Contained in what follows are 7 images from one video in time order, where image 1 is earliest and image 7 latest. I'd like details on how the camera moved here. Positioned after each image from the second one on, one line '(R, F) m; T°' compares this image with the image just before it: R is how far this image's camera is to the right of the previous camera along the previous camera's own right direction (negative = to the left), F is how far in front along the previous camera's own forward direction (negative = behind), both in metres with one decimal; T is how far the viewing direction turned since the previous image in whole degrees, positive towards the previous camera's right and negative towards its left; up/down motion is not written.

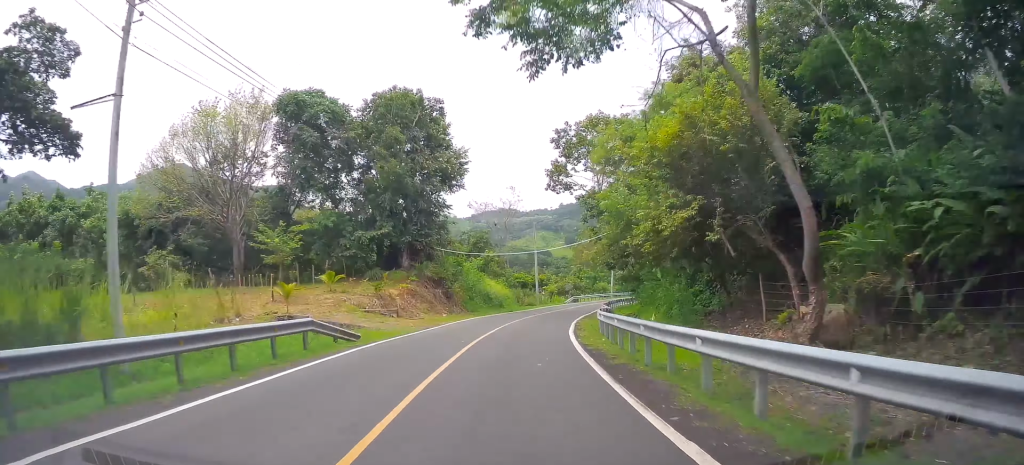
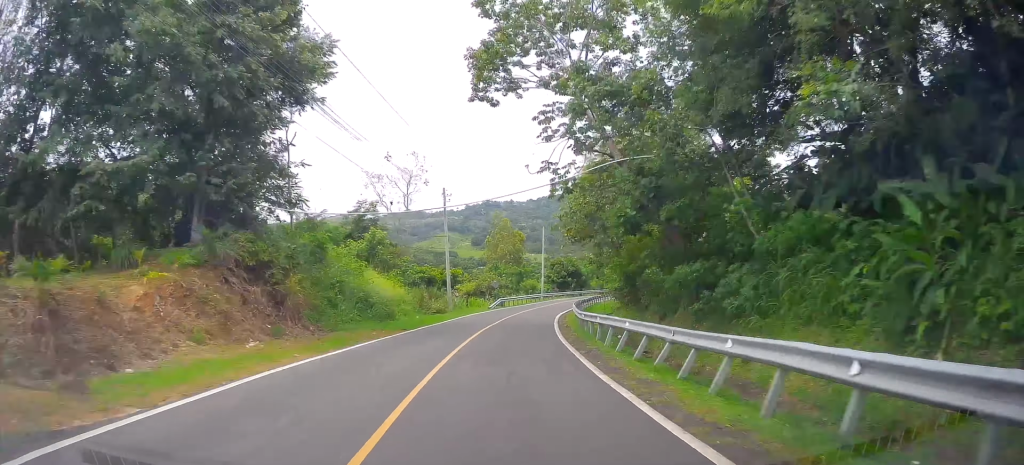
(+0.3, +22.3) m; +6°
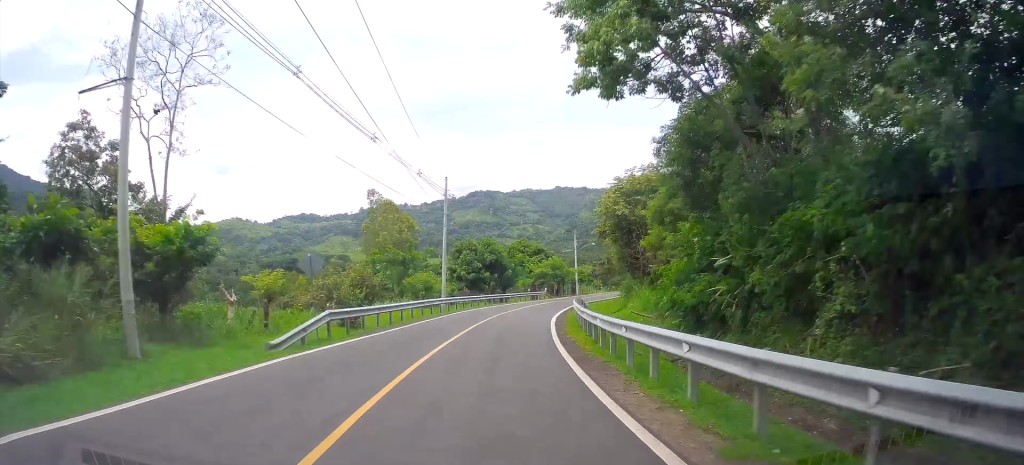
(+1.9, +36.9) m; +14°
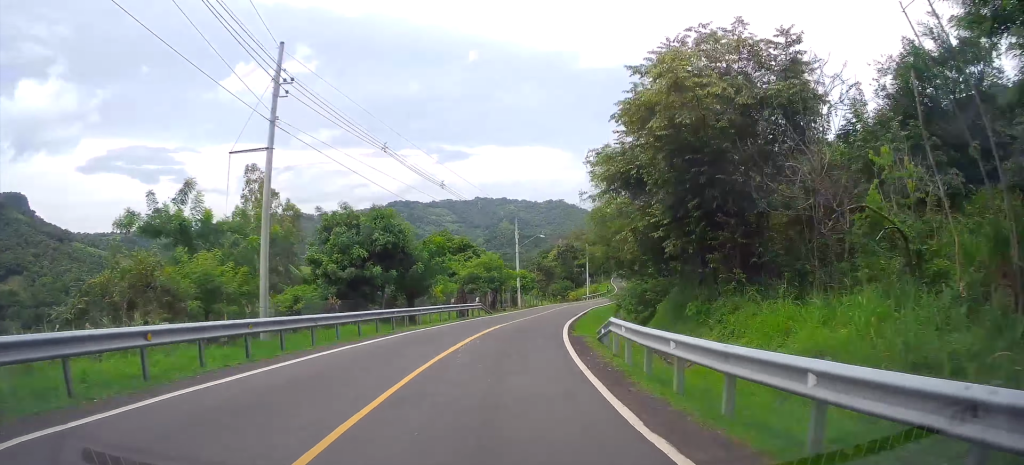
(+3.3, +26.9) m; +10°
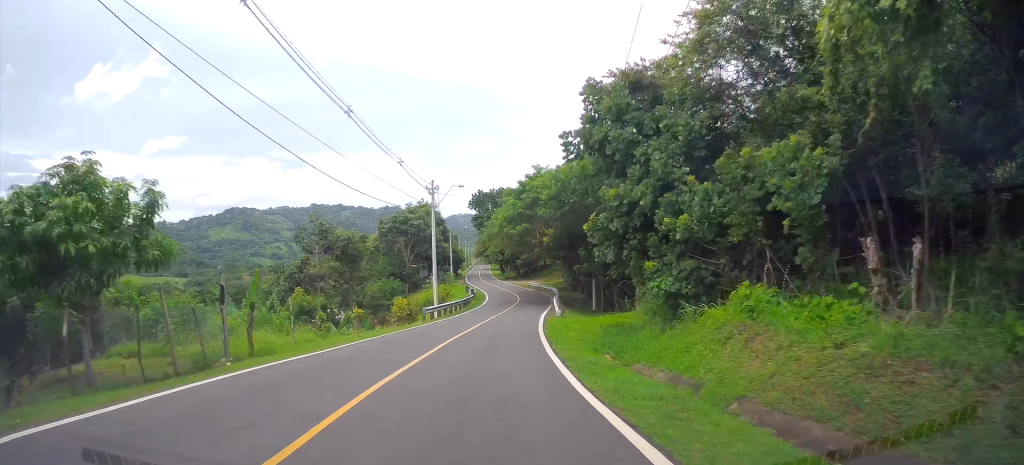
(+14.5, +62.1) m; +17°
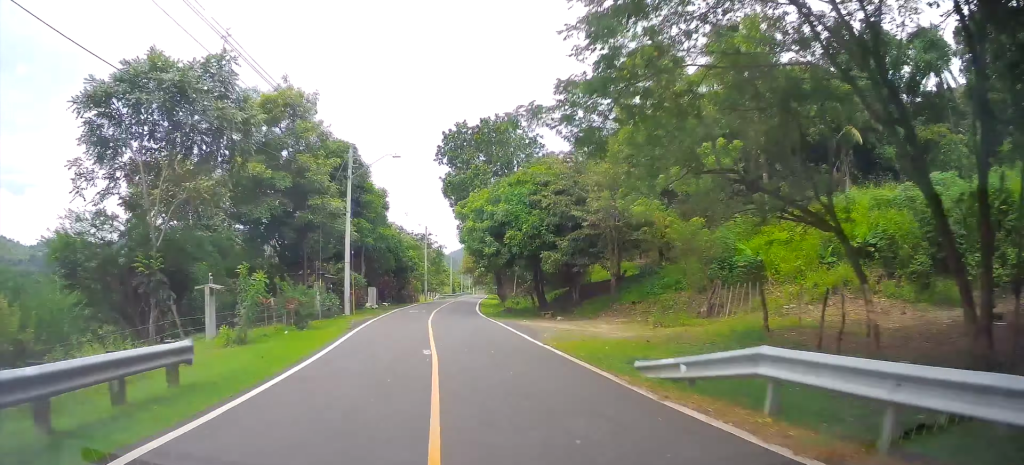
(+4.7, +70.6) m; +3°
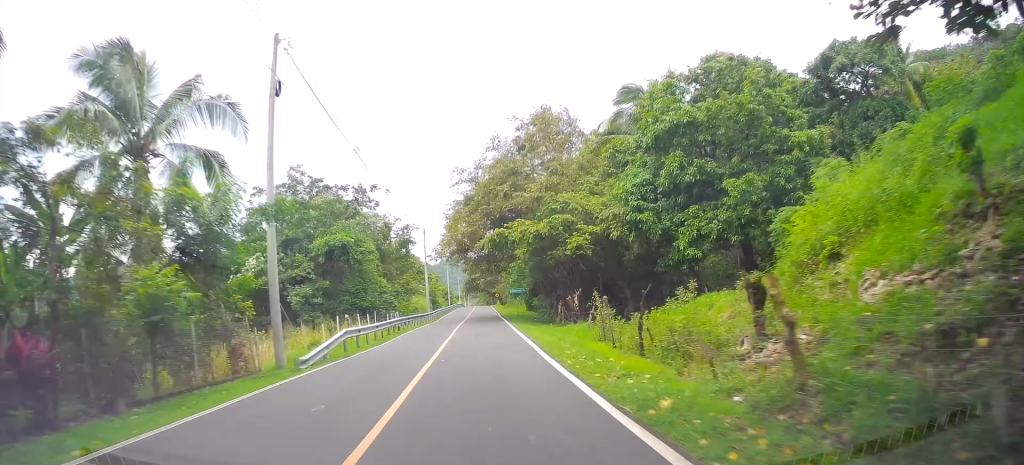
(-1.8, +64.7) m; -2°
